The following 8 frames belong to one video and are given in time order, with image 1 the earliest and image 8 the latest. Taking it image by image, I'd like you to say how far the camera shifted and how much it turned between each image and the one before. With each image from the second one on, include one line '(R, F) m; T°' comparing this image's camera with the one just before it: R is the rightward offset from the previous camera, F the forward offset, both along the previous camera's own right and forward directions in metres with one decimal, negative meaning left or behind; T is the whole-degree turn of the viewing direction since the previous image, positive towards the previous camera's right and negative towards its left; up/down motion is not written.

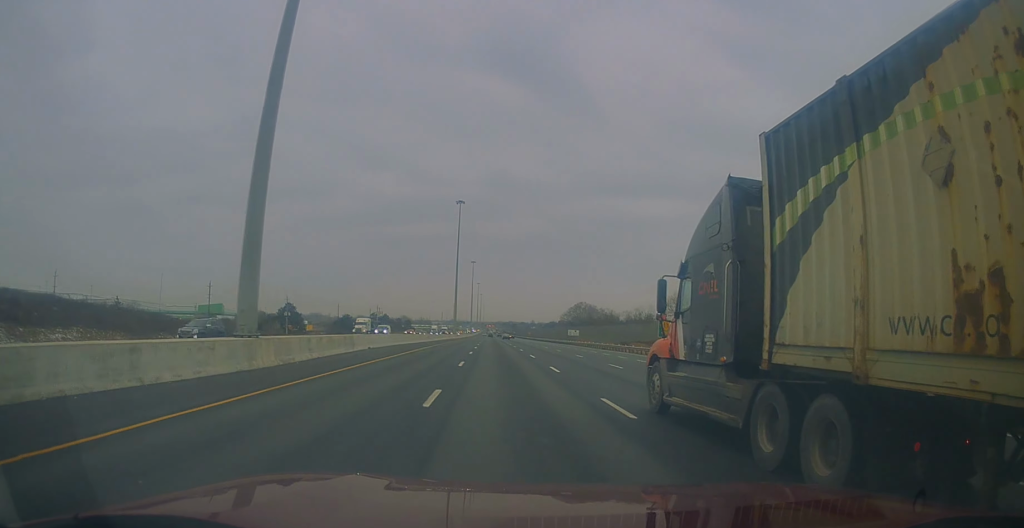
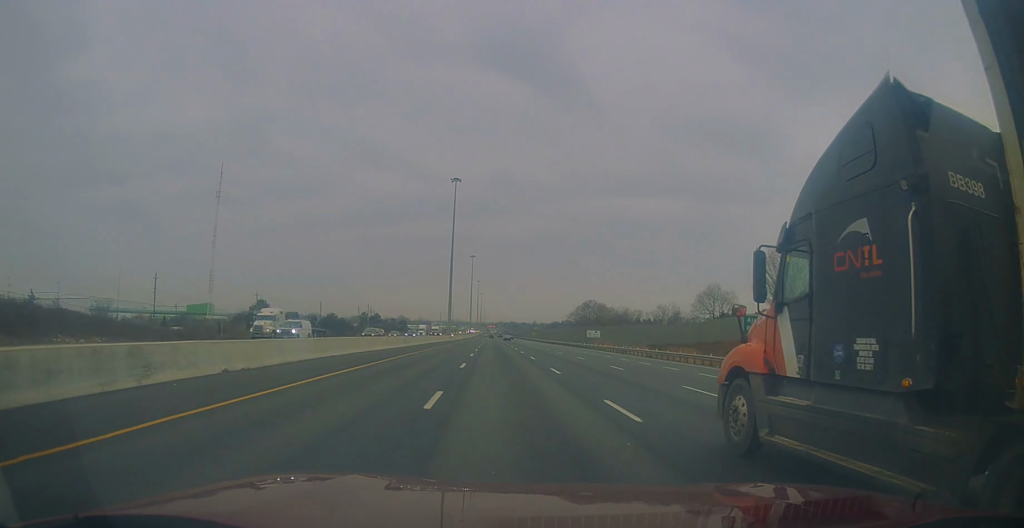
(0.0, +24.6) m; -1°
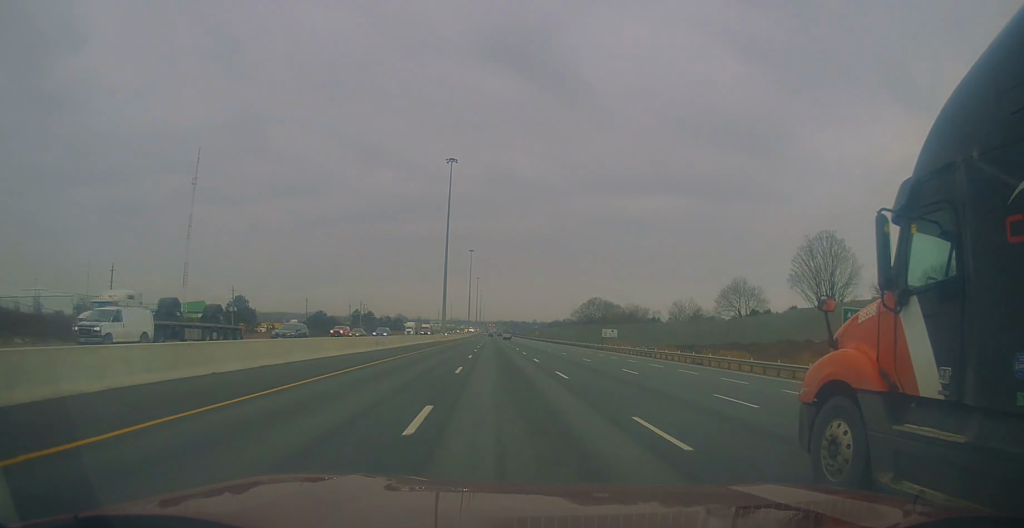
(-0.1, +15.0) m; -1°
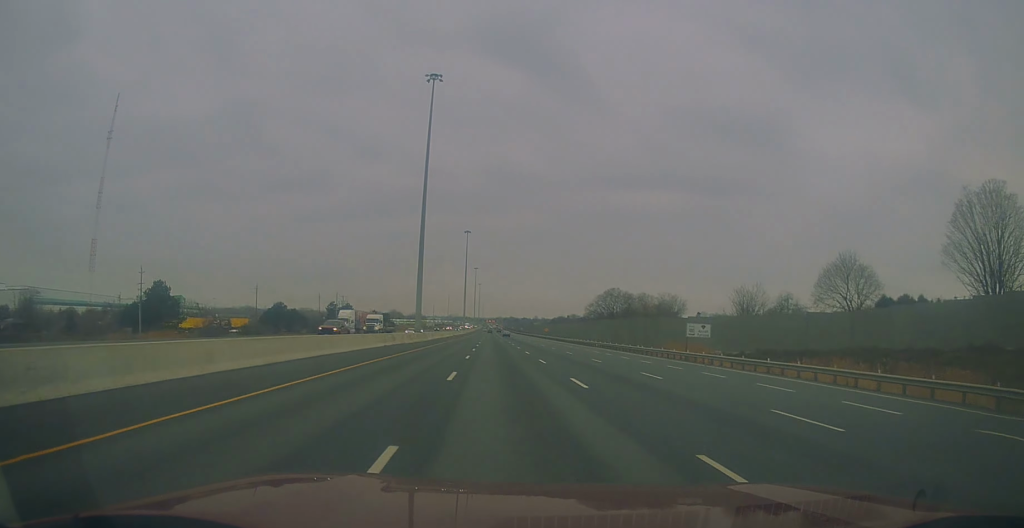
(-0.6, +40.6) m; +1°
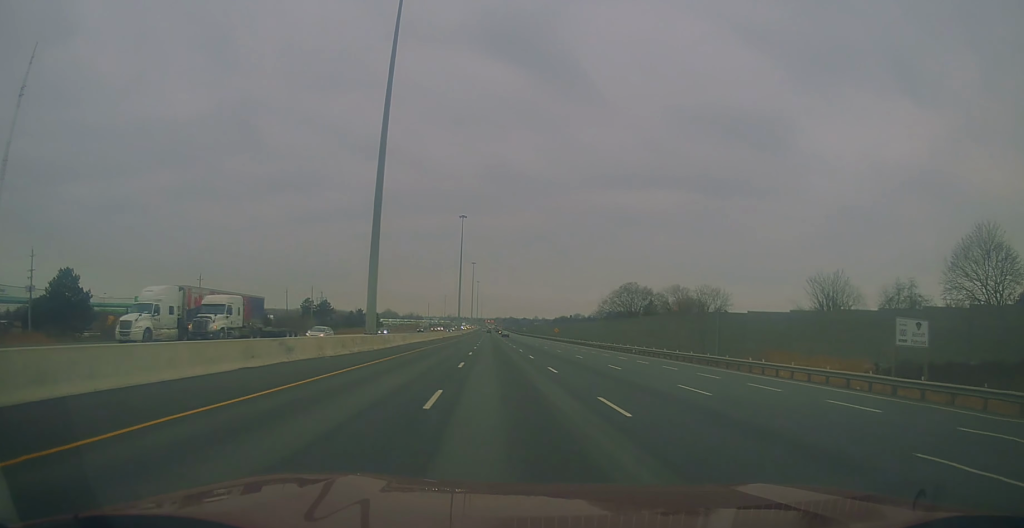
(+1.0, +30.0) m; +1°
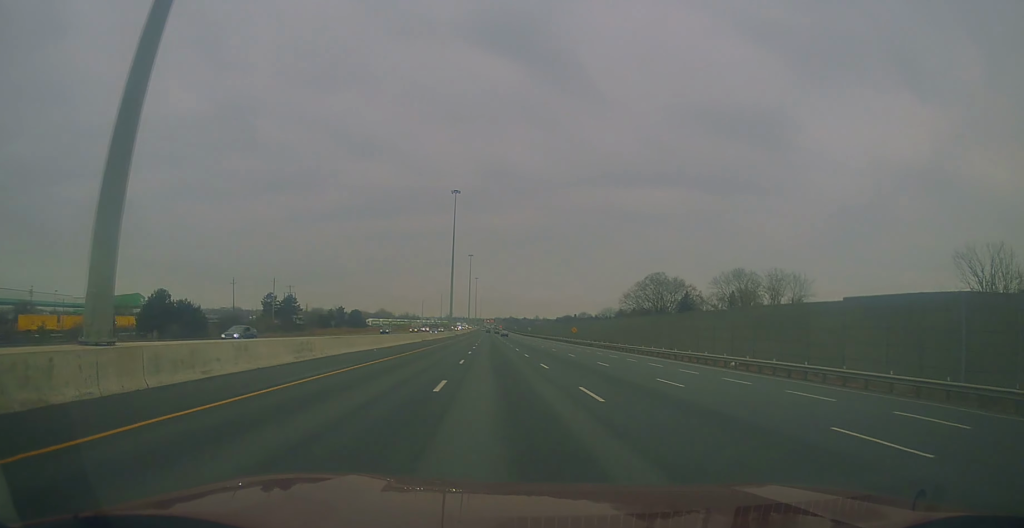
(-0.6, +34.2) m; -1°
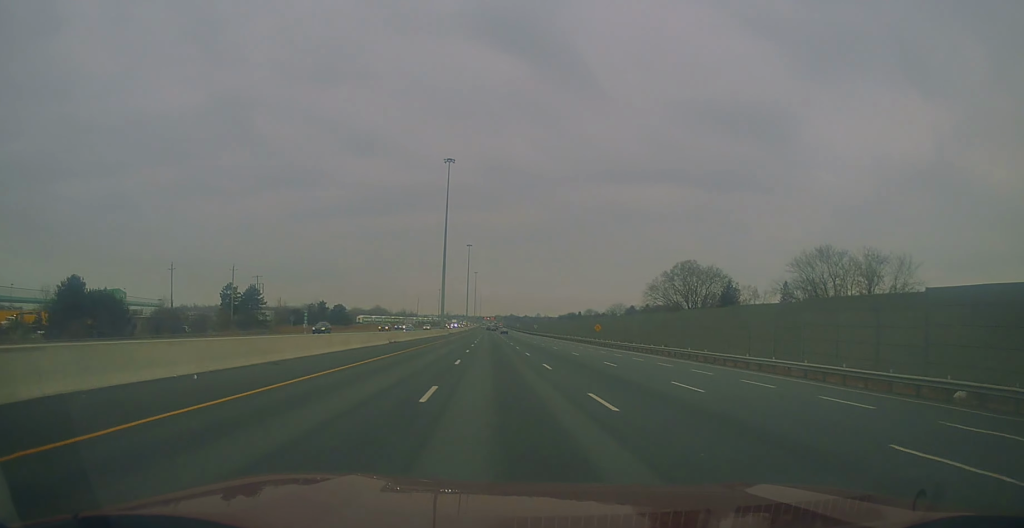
(-0.1, +26.7) m; +1°
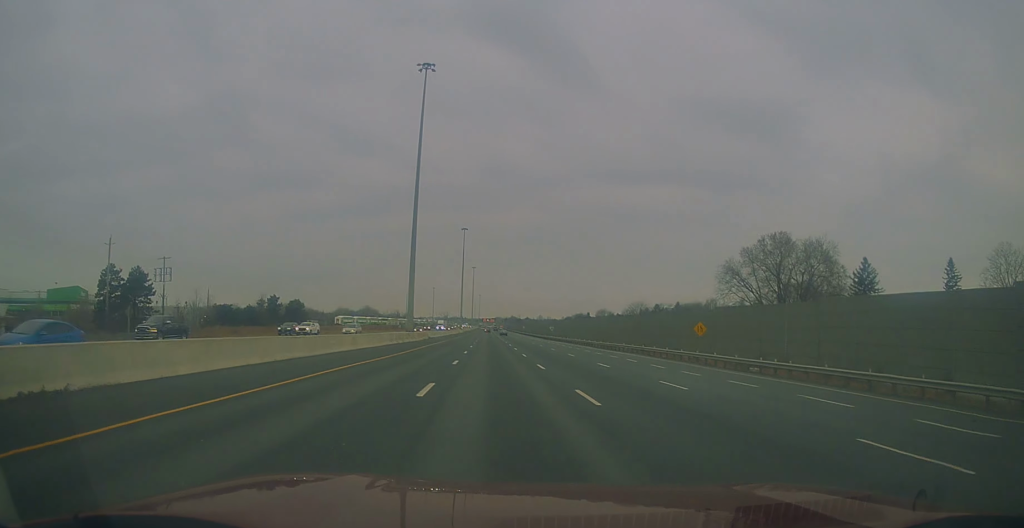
(+0.4, +47.9) m; 0°
